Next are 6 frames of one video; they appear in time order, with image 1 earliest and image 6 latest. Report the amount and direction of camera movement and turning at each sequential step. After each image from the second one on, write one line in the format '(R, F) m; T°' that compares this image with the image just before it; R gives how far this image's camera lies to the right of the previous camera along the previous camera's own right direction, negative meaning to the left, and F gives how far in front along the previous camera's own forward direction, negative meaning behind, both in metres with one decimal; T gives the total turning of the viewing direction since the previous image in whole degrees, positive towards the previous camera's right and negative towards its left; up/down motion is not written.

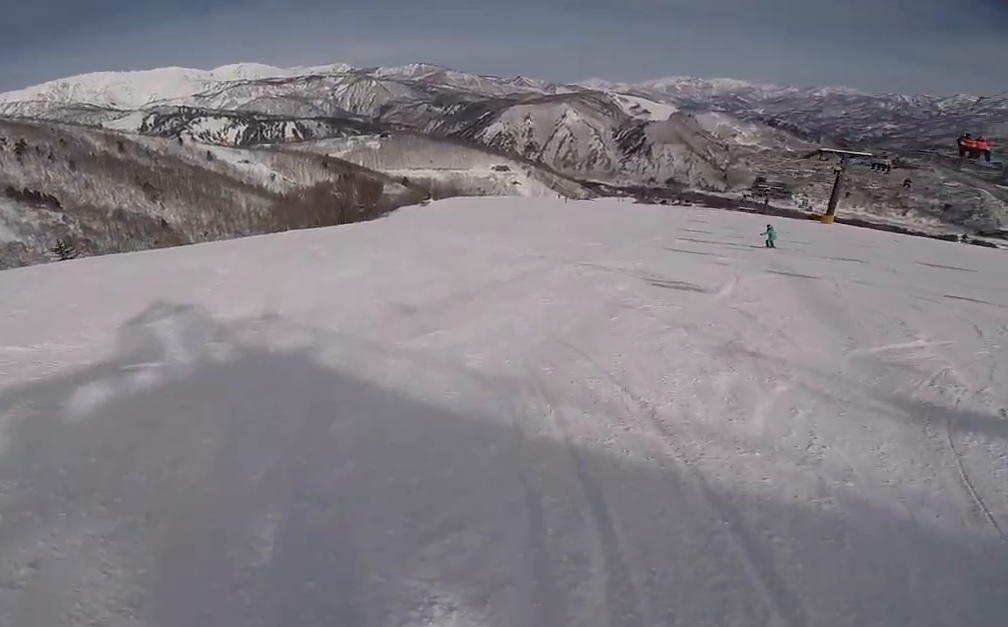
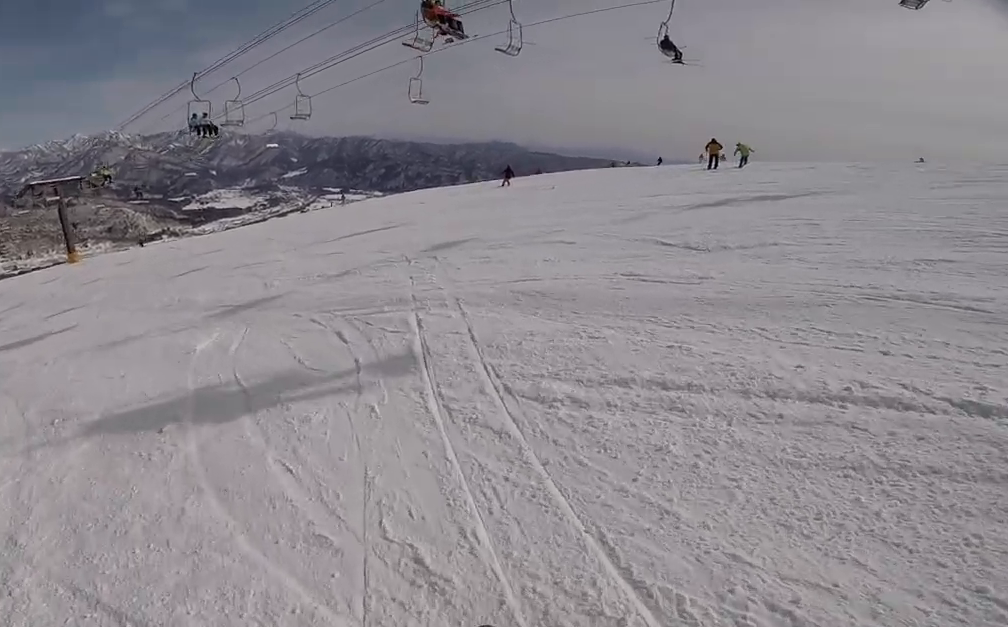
(+6.5, +10.3) m; +49°
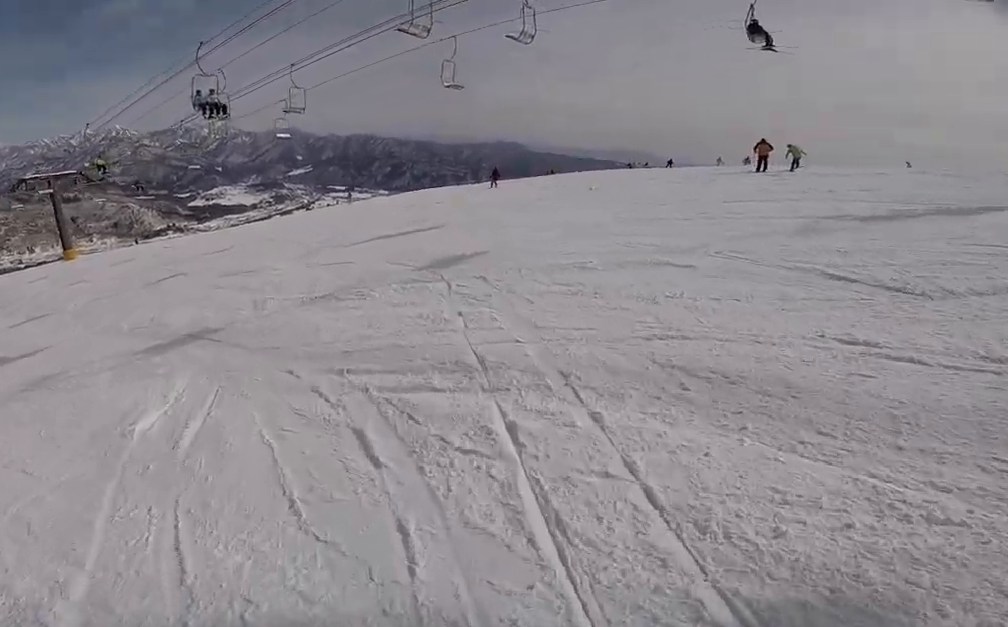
(+0.2, +2.4) m; +9°
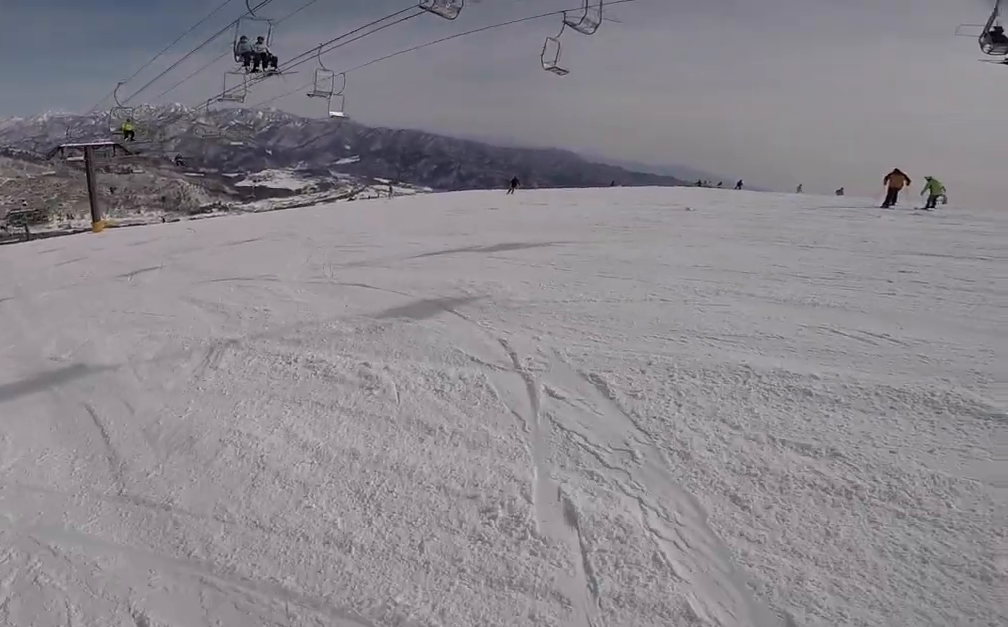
(+0.3, +3.4) m; -4°
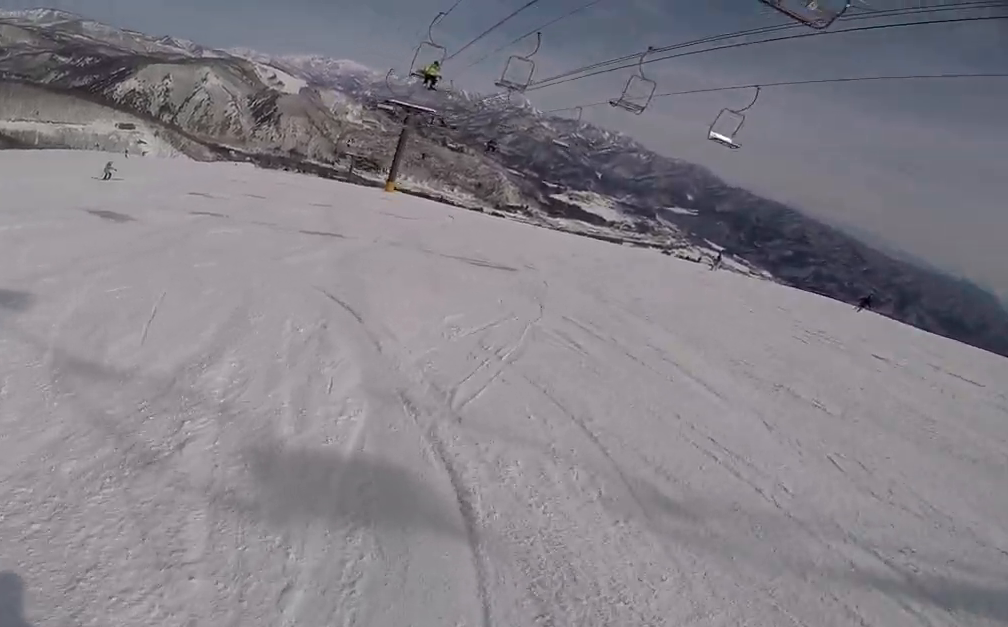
(-0.8, +4.7) m; -40°
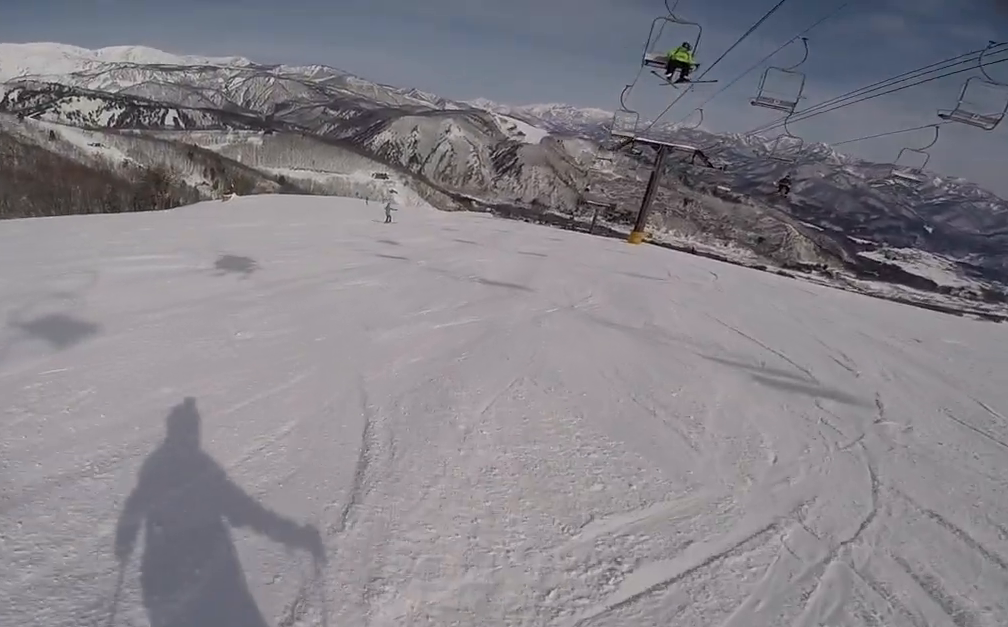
(-1.3, +4.0) m; -24°
